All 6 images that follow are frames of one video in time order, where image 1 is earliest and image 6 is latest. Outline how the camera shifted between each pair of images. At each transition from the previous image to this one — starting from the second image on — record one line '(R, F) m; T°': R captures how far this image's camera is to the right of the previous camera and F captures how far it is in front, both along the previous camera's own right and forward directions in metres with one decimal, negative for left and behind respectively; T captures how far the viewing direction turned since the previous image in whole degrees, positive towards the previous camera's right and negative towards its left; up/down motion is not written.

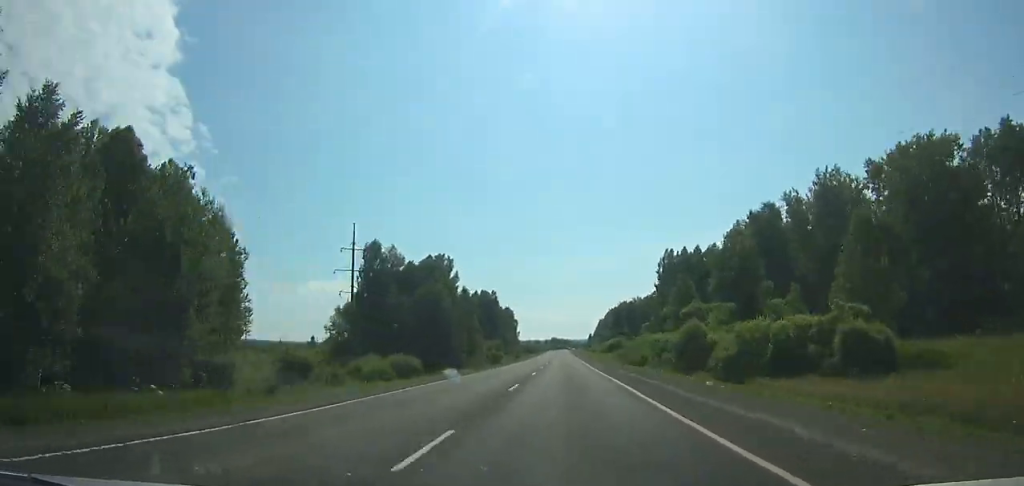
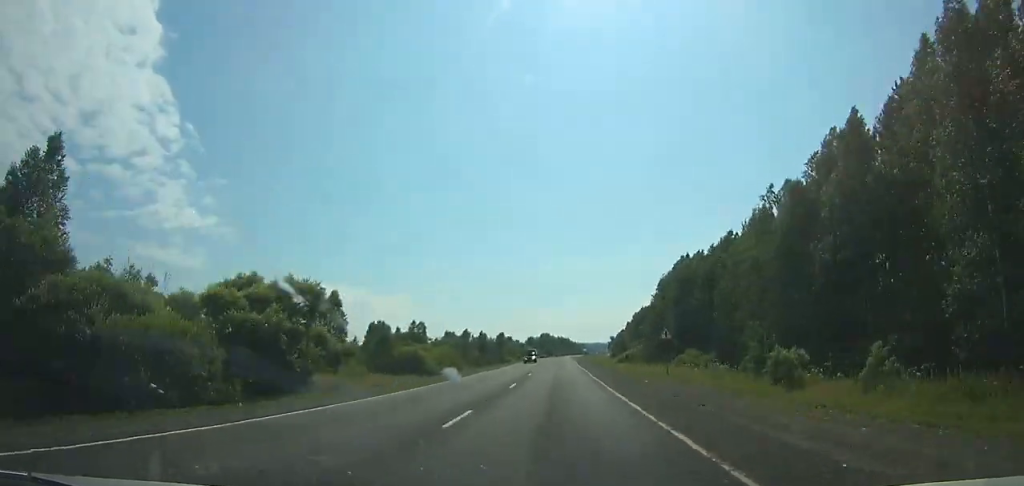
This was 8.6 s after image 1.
(-0.1, +250.3) m; 0°
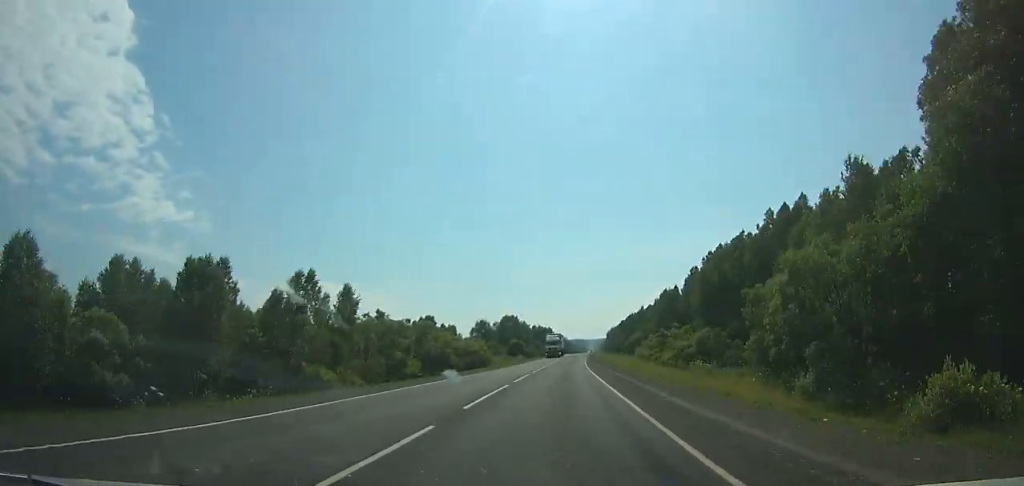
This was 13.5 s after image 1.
(+1.9, +137.4) m; +2°
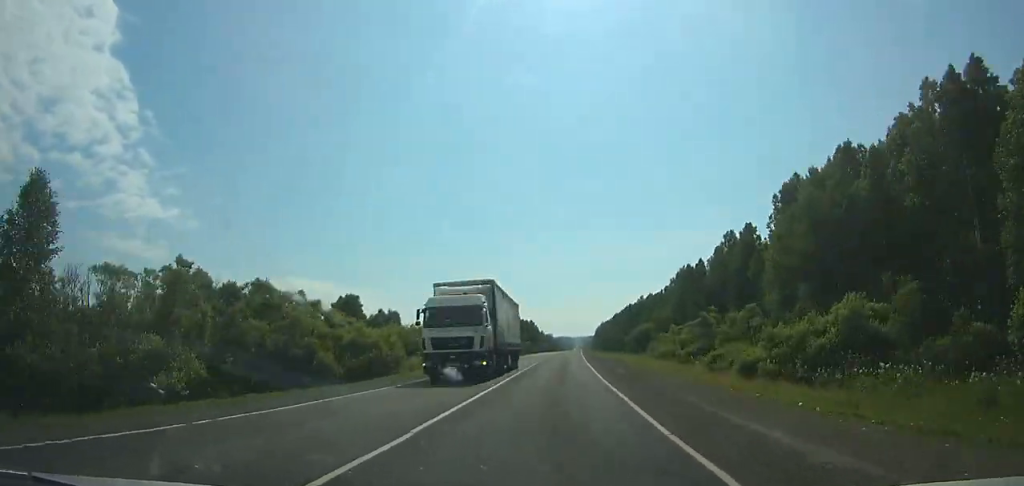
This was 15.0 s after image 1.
(+0.1, +41.6) m; +1°
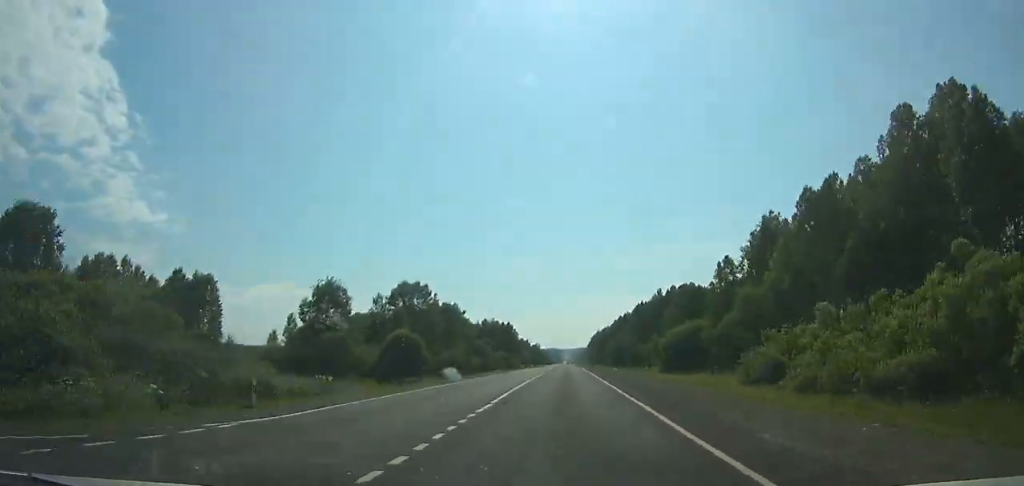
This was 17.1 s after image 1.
(+0.9, +58.0) m; +1°
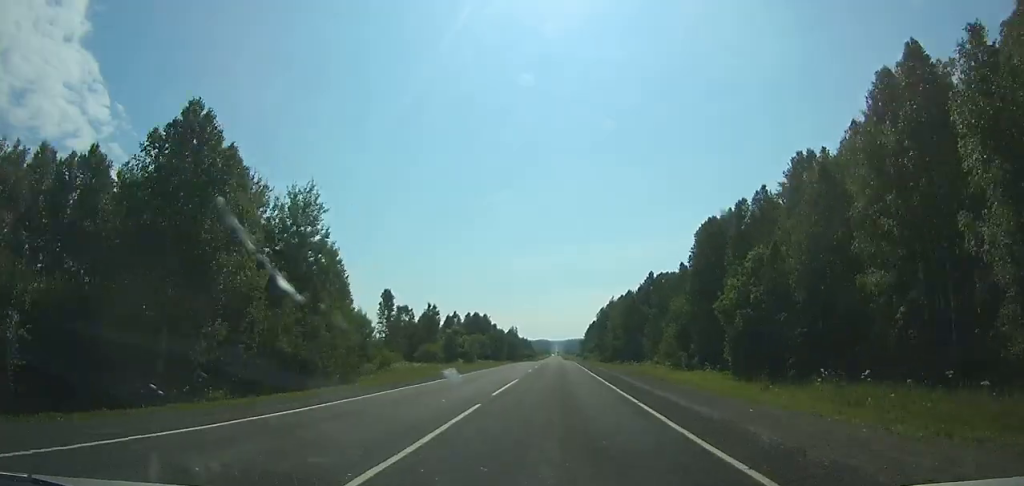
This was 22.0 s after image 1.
(+1.7, +135.2) m; +1°
